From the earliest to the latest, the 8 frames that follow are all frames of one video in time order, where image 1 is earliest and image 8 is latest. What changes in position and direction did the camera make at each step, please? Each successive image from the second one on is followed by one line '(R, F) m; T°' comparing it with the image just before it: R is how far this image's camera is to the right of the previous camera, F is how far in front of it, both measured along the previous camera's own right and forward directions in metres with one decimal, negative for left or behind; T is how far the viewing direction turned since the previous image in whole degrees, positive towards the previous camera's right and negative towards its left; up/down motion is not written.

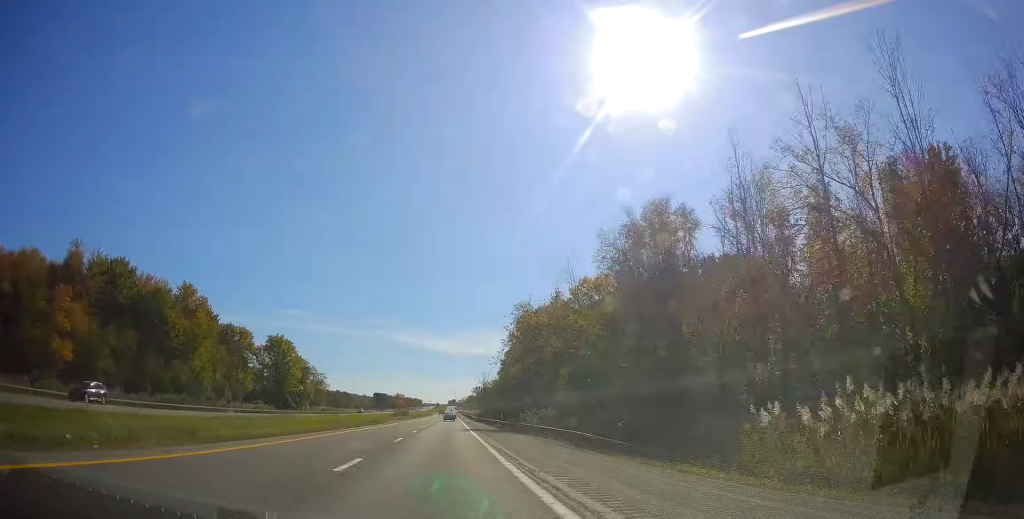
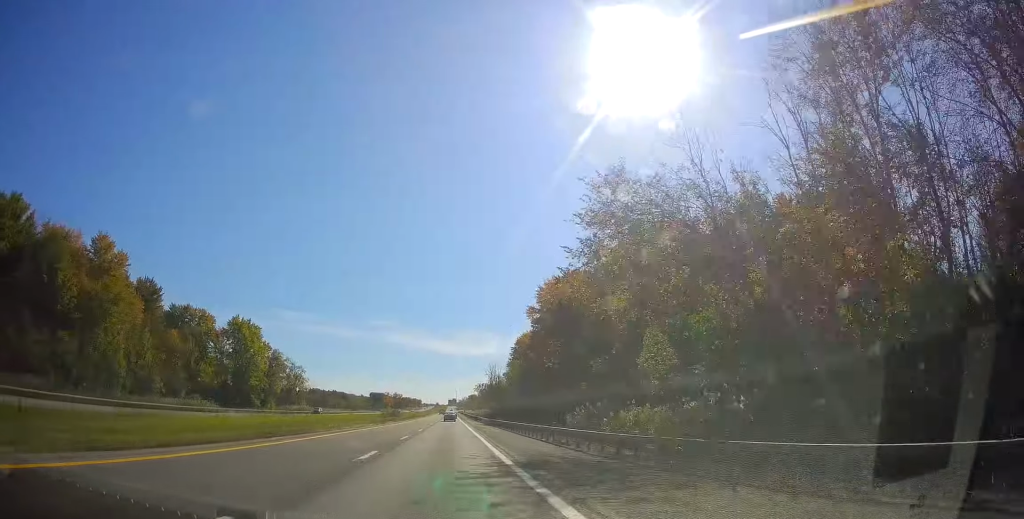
(-0.3, +33.3) m; +1°
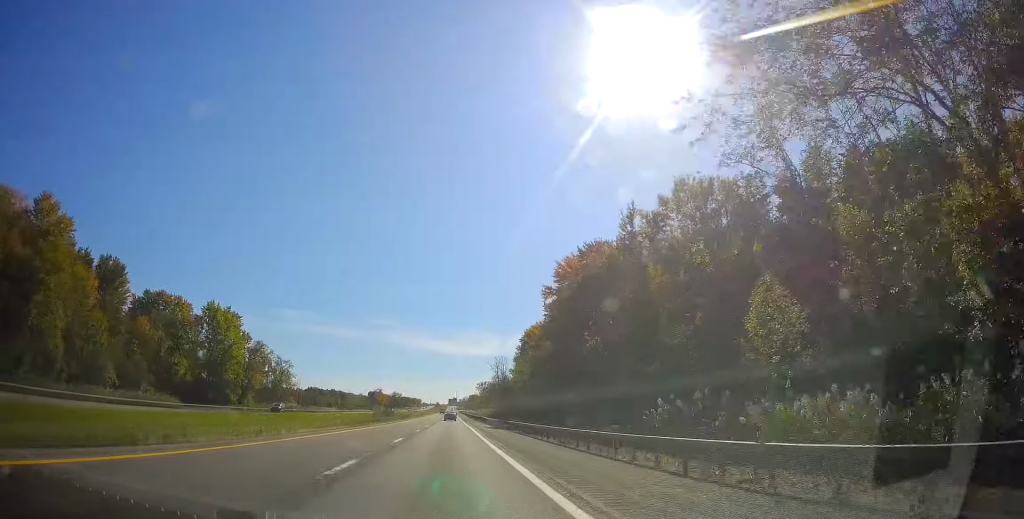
(+0.2, +16.2) m; 0°
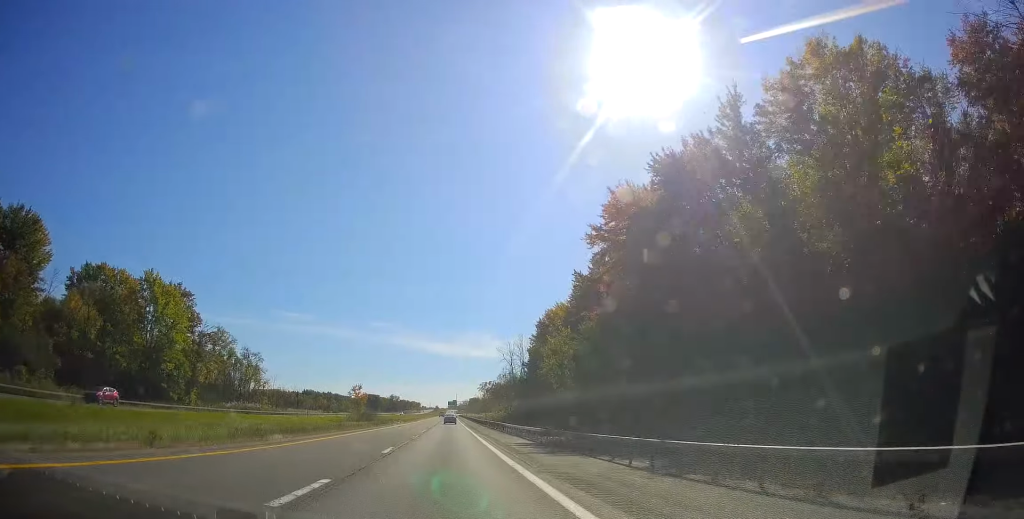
(+0.3, +28.7) m; 0°
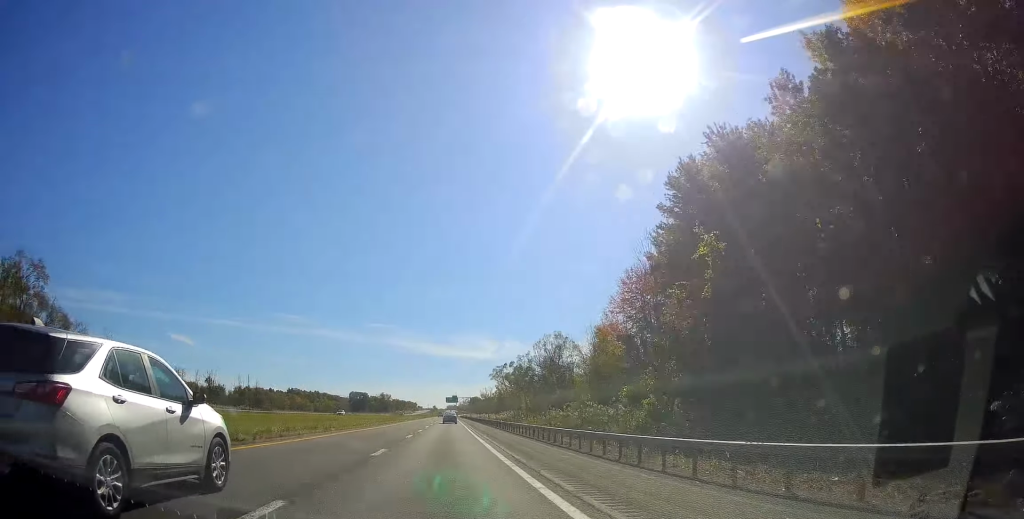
(+0.4, +87.7) m; 0°
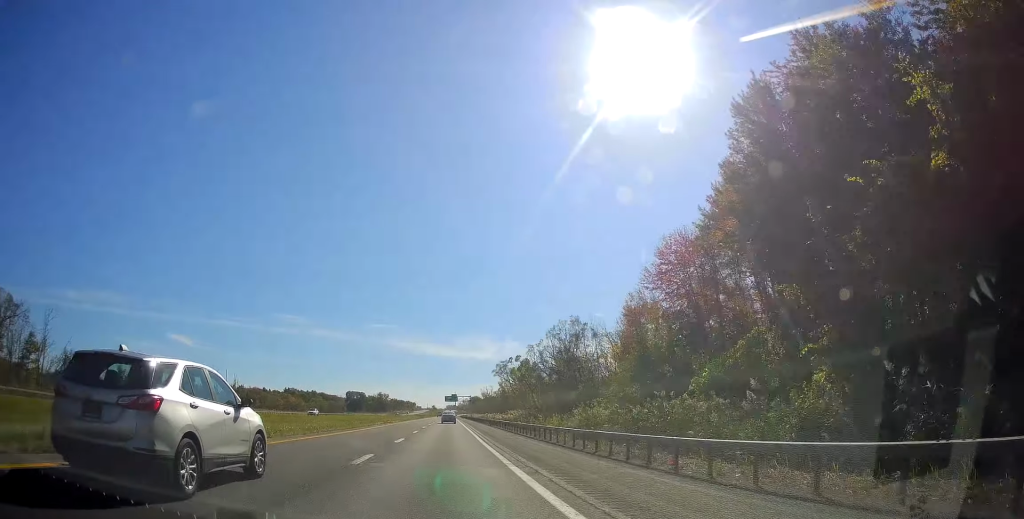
(-0.2, +15.2) m; 0°
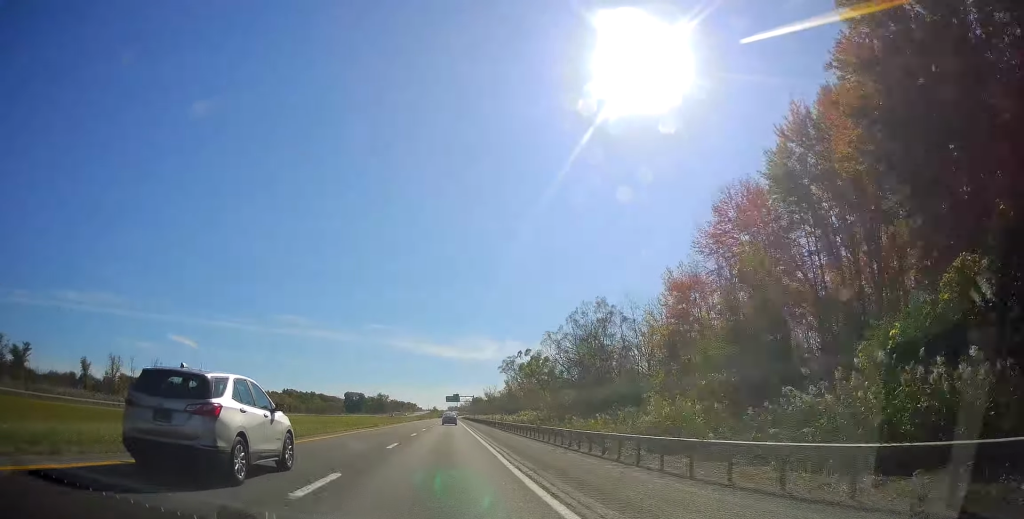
(+0.1, +15.1) m; 0°
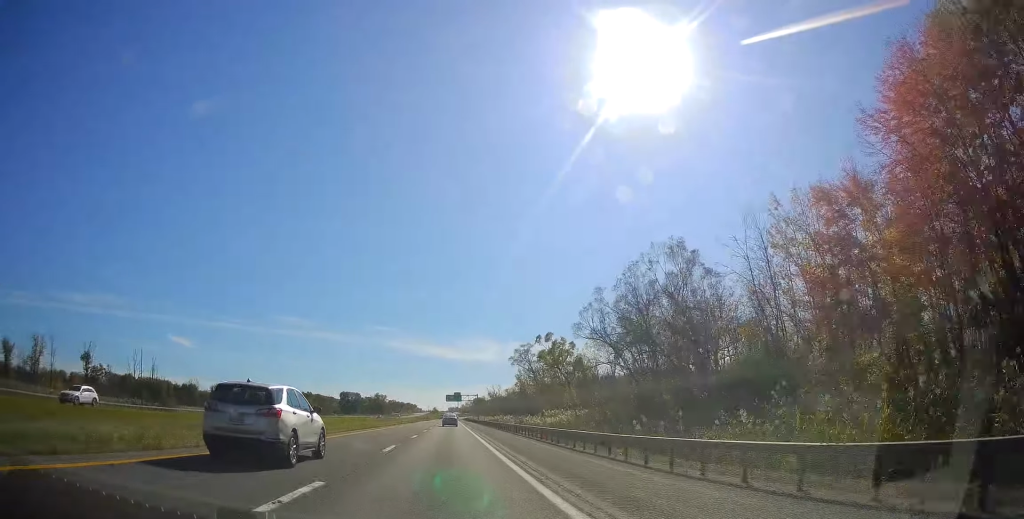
(+0.1, +25.6) m; 0°
